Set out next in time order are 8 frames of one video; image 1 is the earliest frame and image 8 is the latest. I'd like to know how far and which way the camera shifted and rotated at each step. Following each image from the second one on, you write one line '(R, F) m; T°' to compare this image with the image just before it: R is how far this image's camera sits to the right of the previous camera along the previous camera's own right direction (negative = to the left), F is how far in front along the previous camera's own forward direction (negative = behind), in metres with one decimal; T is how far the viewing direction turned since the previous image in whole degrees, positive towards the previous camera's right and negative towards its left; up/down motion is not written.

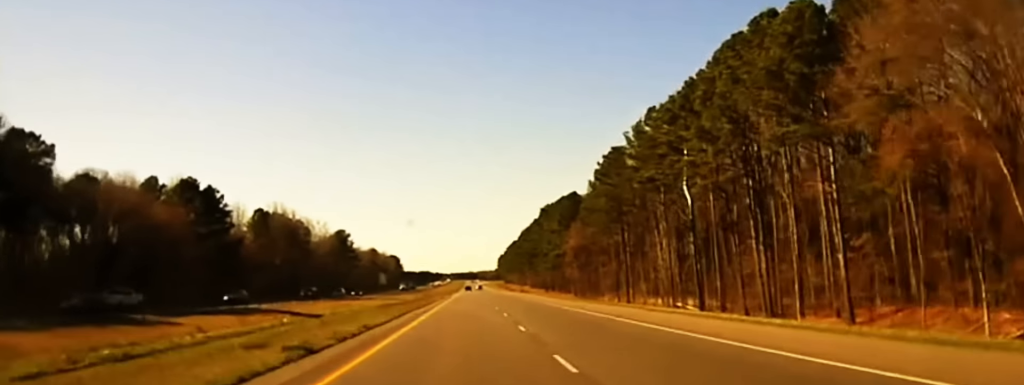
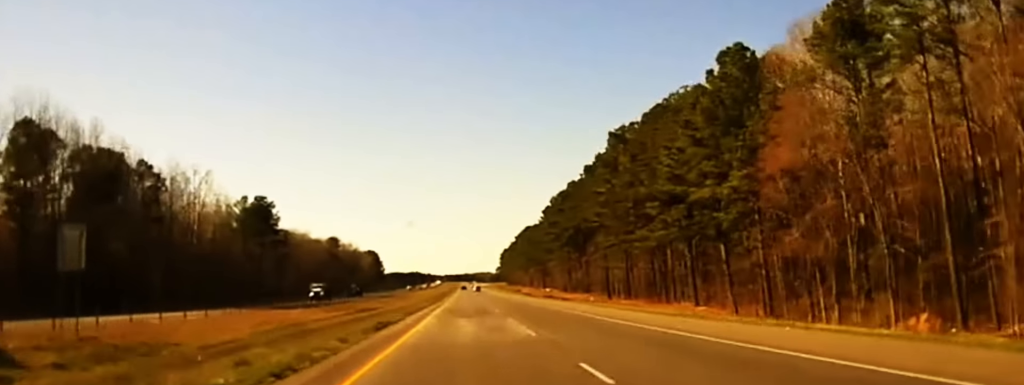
(-1.1, +123.7) m; -1°
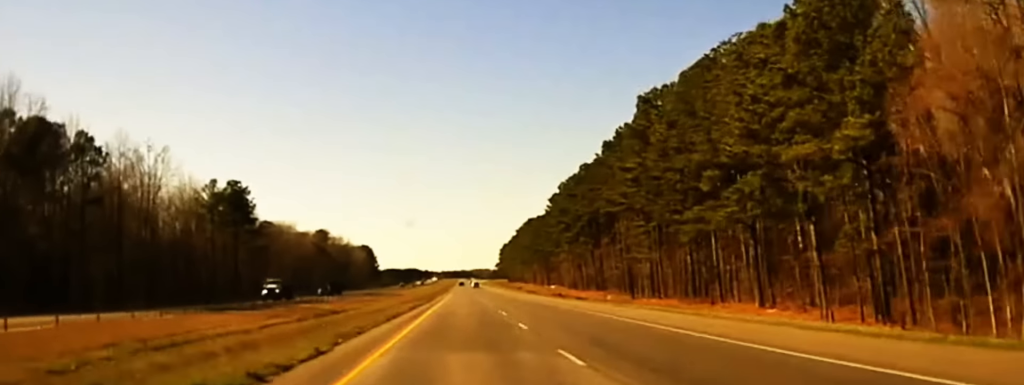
(+0.3, +22.0) m; 0°
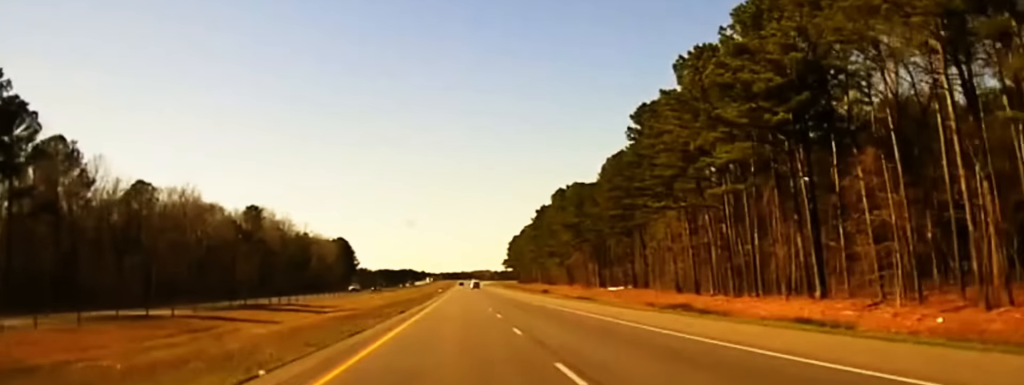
(+0.7, +100.4) m; 0°
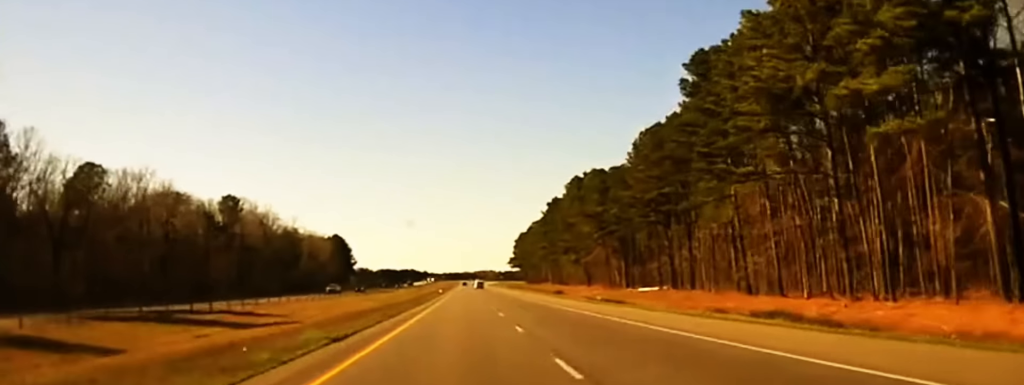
(0.0, +23.8) m; 0°
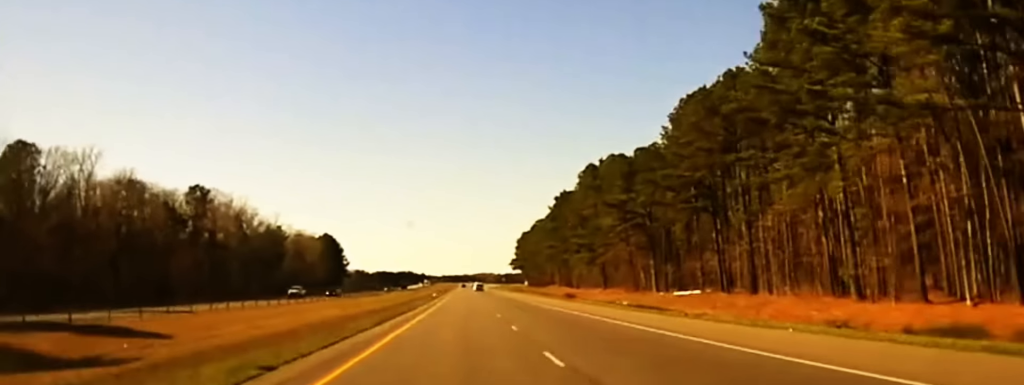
(0.0, +22.2) m; 0°
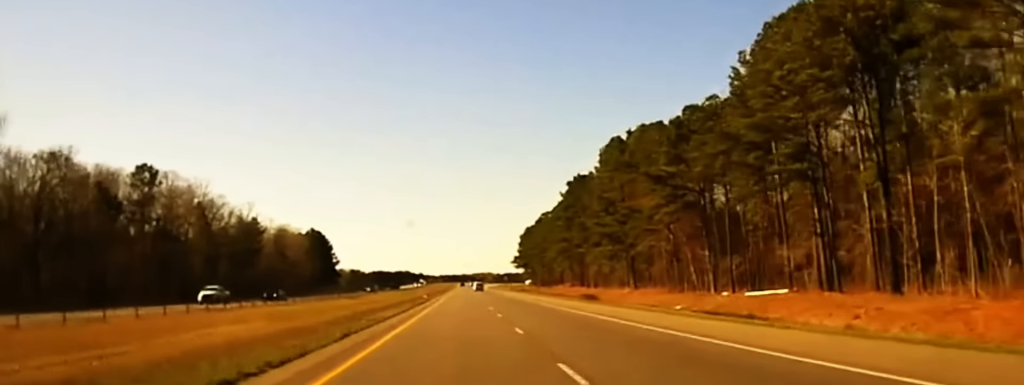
(0.0, +27.4) m; 0°
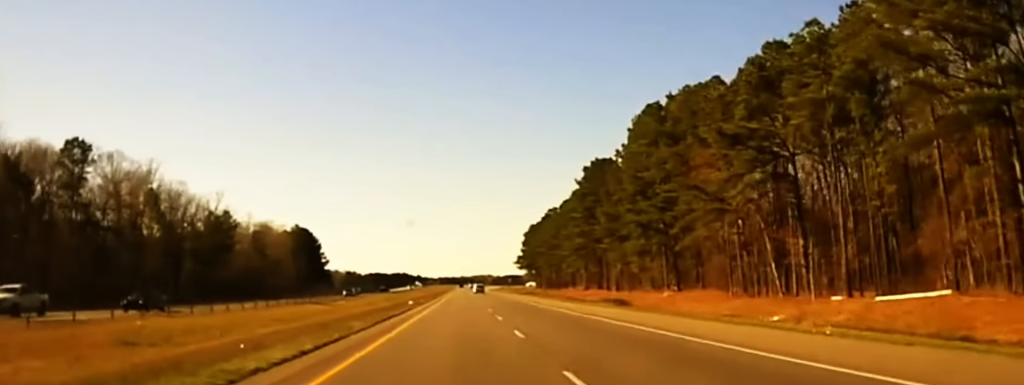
(-0.1, +25.7) m; 0°
